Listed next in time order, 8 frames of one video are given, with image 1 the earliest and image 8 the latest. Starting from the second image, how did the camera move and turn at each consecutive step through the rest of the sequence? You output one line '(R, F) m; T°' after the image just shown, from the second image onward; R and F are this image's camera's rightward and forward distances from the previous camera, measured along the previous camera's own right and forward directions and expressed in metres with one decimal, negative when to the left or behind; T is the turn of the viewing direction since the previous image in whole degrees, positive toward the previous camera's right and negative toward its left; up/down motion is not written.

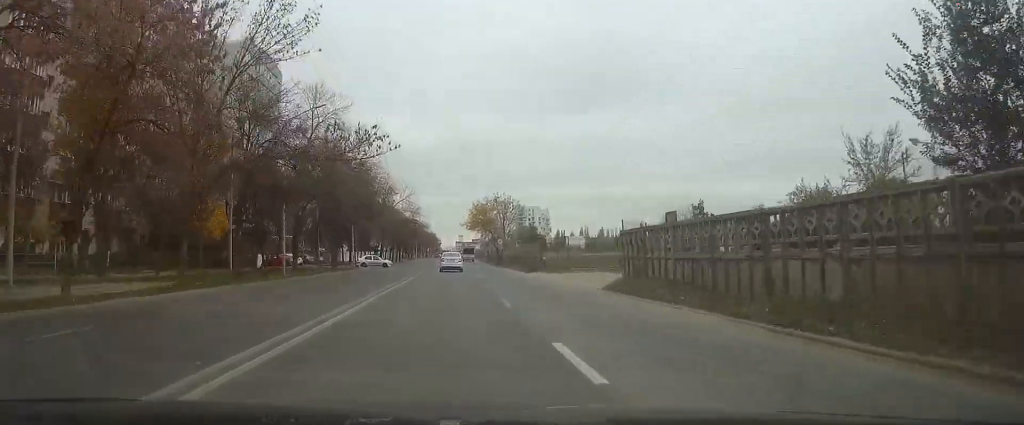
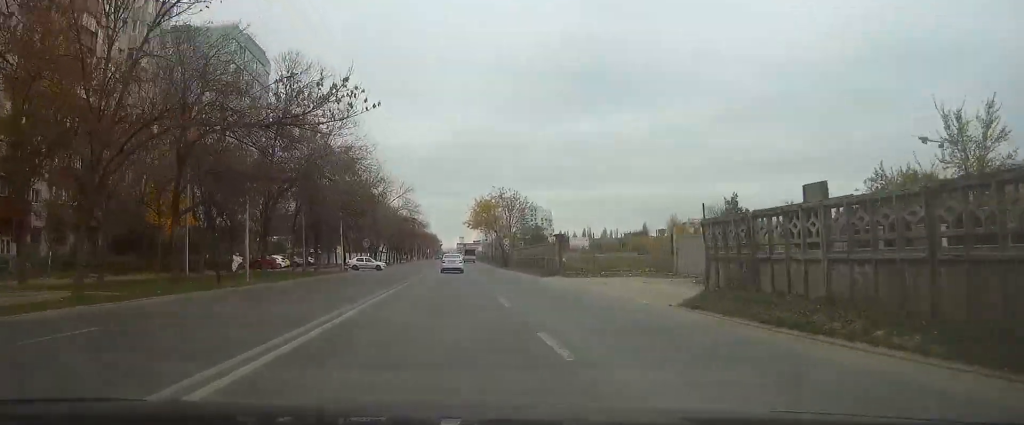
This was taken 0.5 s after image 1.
(-0.1, +8.5) m; 0°
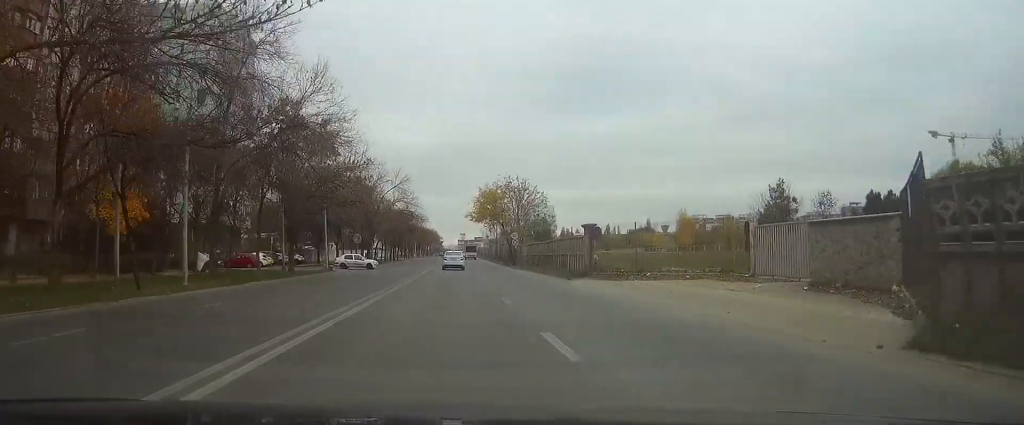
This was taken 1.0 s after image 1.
(0.0, +9.1) m; 0°
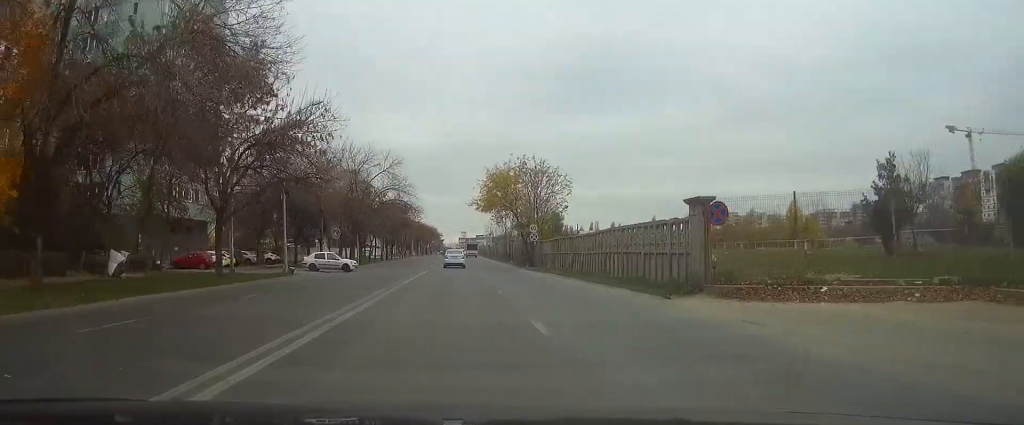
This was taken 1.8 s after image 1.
(0.0, +15.0) m; 0°
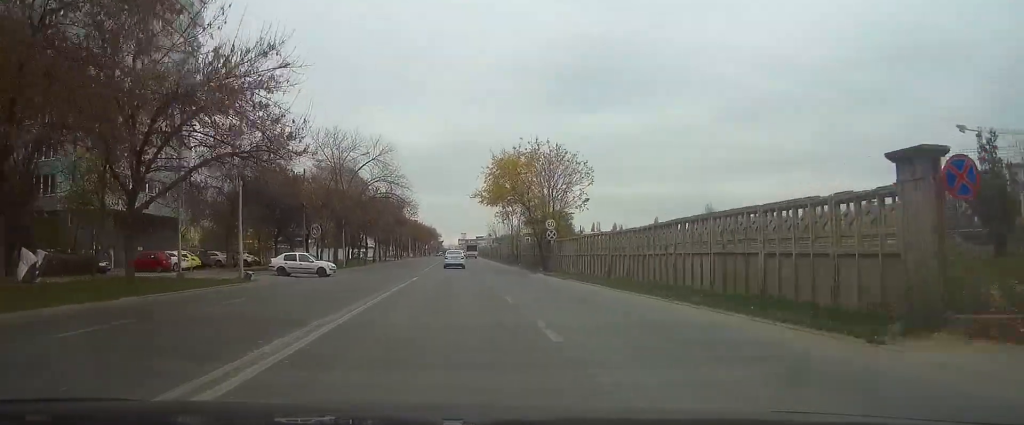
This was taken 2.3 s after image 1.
(0.0, +9.4) m; 0°
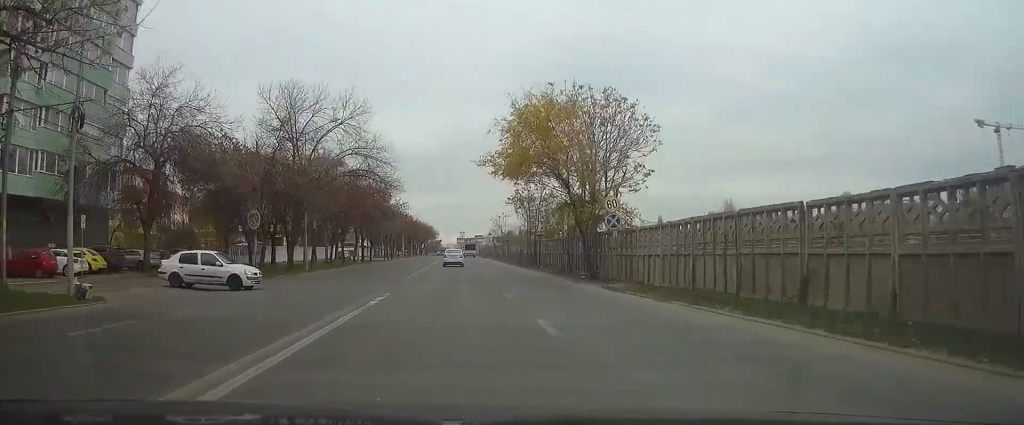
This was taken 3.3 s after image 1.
(0.0, +16.7) m; 0°
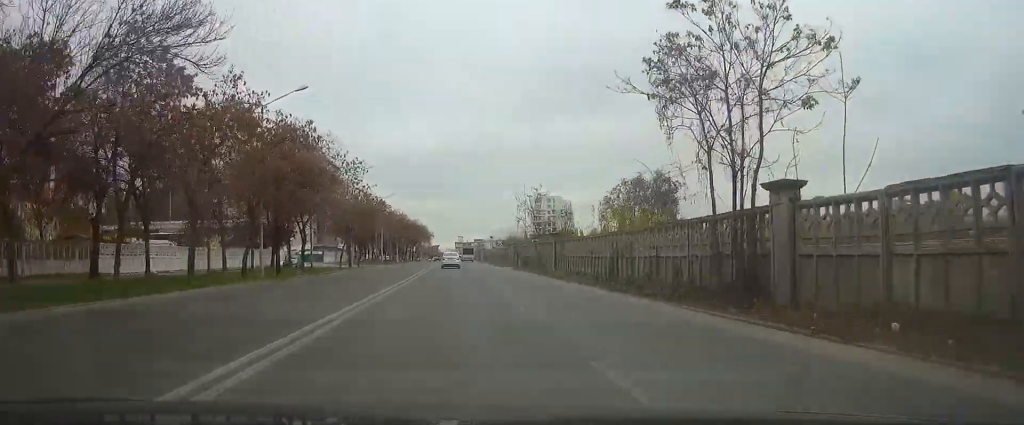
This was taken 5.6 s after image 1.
(0.0, +40.1) m; 0°
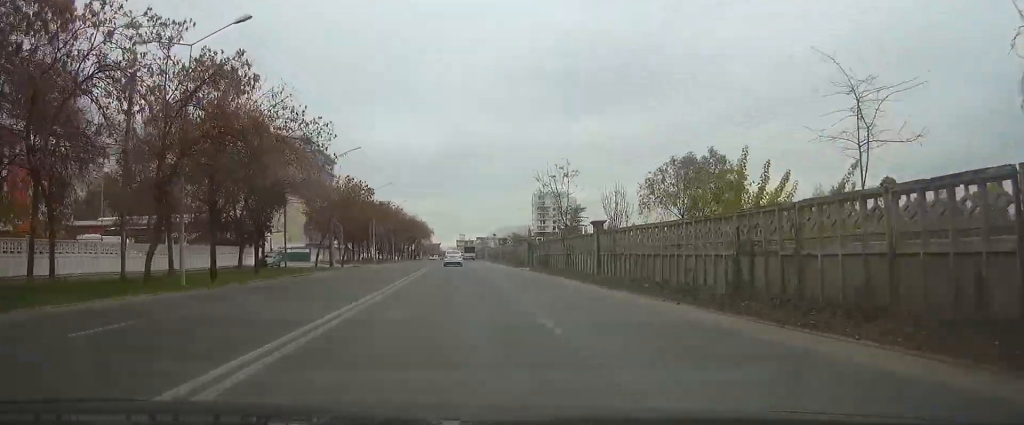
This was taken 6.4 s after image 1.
(0.0, +12.5) m; 0°
